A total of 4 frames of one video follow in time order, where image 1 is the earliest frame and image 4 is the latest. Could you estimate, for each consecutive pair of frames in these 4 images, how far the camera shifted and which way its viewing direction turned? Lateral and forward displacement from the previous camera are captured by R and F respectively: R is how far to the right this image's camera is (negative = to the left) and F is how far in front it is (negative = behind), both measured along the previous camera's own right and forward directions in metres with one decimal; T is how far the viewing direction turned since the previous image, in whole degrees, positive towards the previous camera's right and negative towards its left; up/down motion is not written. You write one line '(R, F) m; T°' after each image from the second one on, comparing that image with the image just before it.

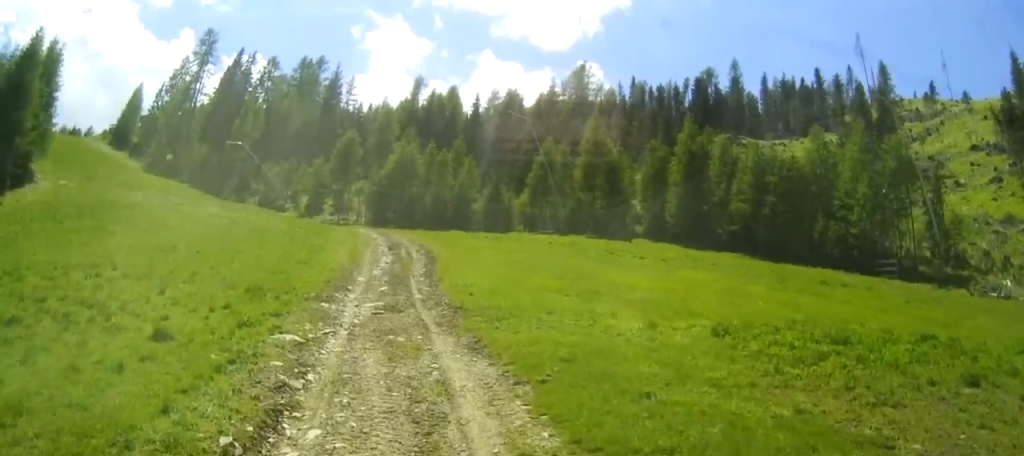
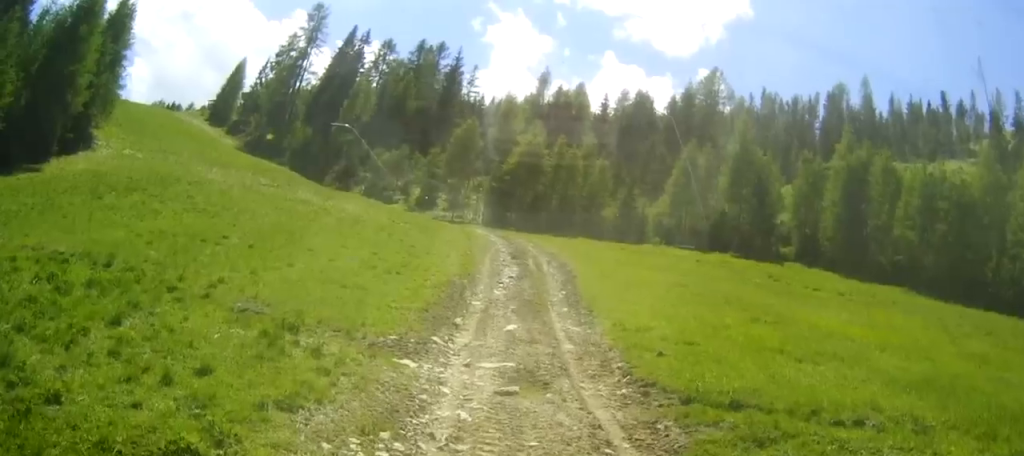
(-0.5, +7.0) m; -7°
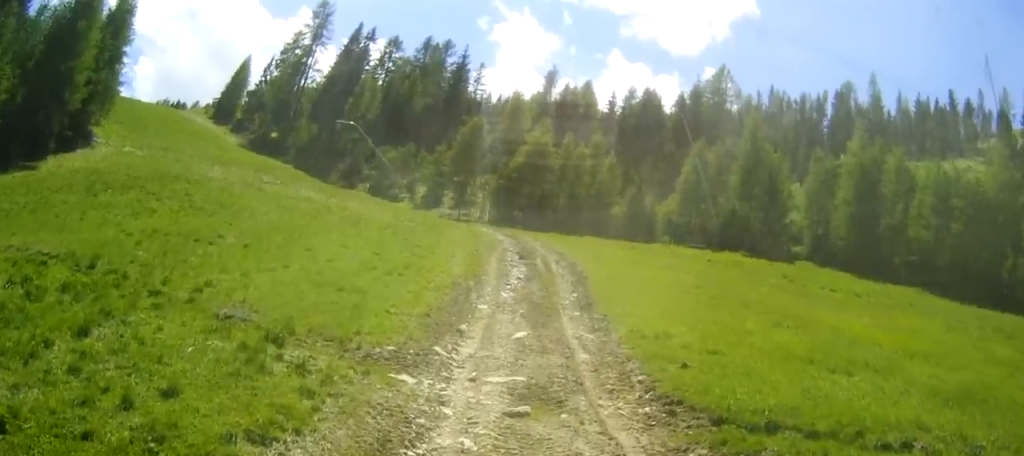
(0.0, +0.9) m; -1°
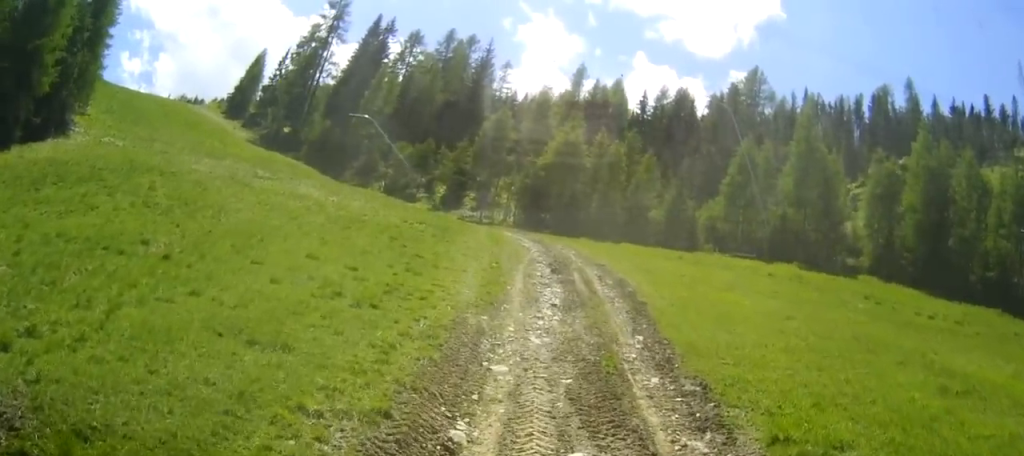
(+0.1, +5.5) m; 0°
